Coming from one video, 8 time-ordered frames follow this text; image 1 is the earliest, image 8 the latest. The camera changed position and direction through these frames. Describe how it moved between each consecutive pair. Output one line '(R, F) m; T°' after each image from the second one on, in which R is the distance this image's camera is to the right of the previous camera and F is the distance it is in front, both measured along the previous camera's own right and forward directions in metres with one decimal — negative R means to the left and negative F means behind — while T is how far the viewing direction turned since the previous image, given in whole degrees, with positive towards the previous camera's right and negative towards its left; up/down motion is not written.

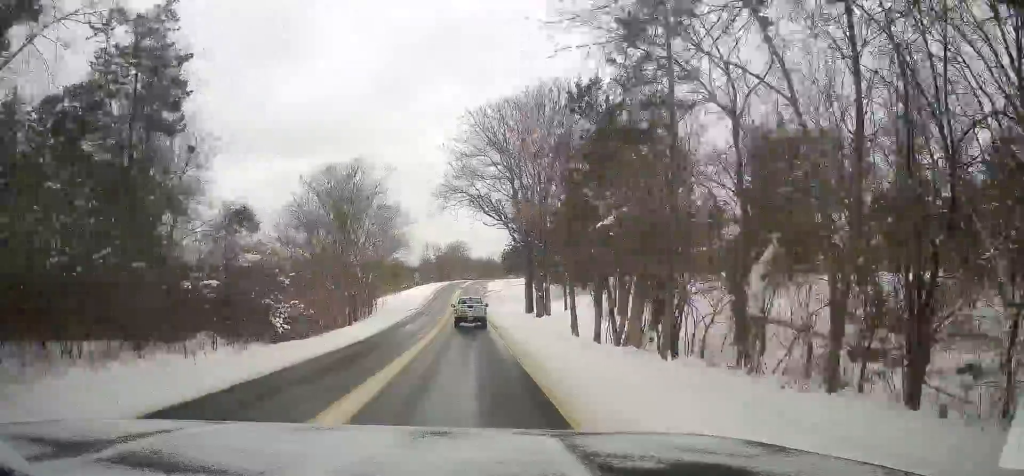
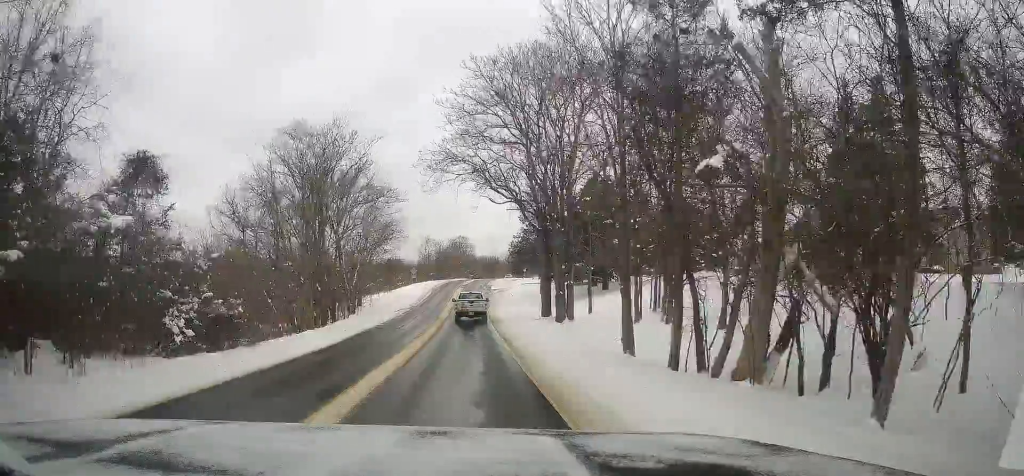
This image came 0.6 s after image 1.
(+0.3, +10.4) m; 0°
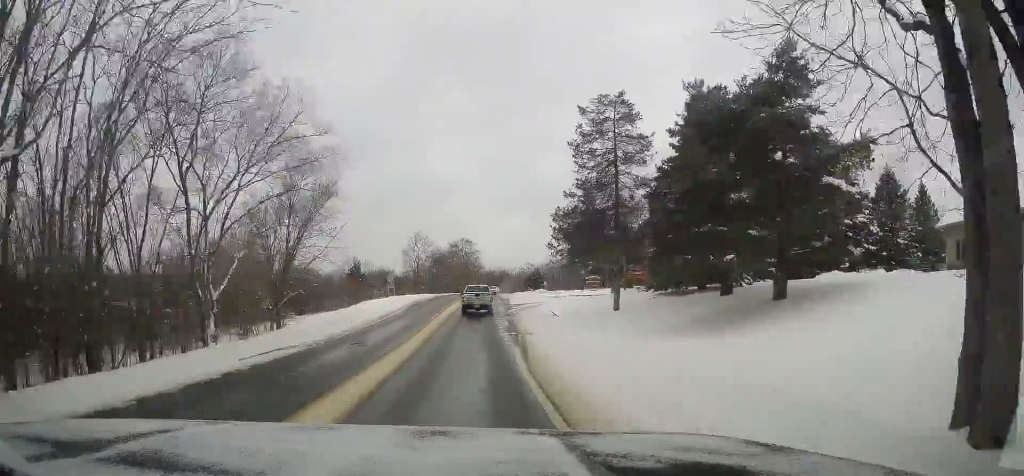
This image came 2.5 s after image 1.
(-0.3, +33.7) m; 0°
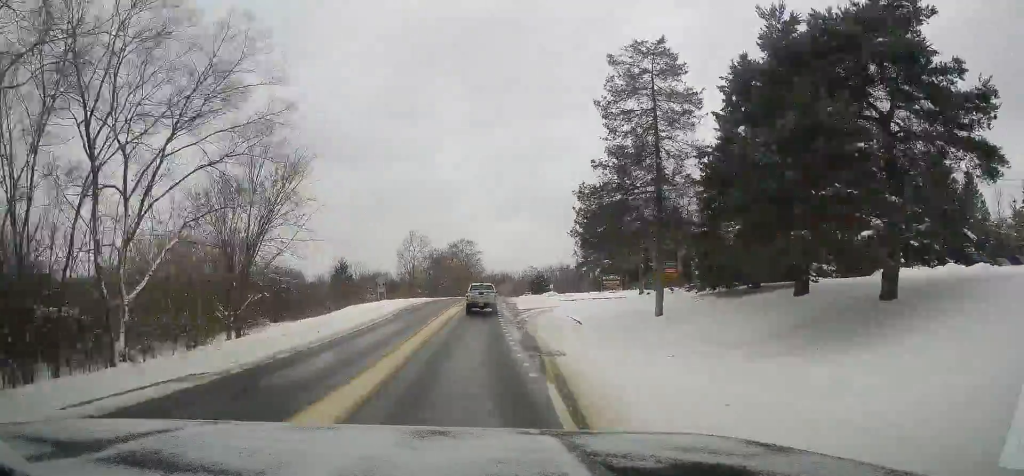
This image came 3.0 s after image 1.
(0.0, +7.7) m; +1°
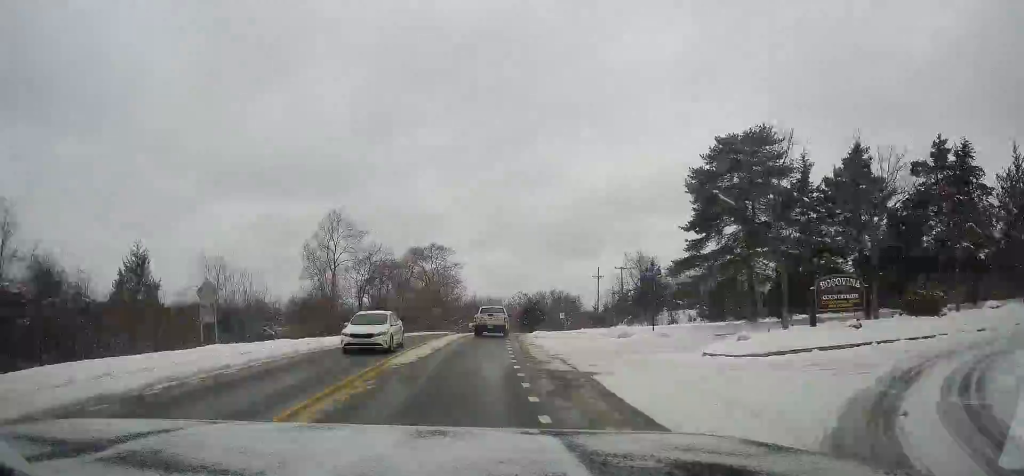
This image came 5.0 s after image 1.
(-0.4, +38.2) m; -1°
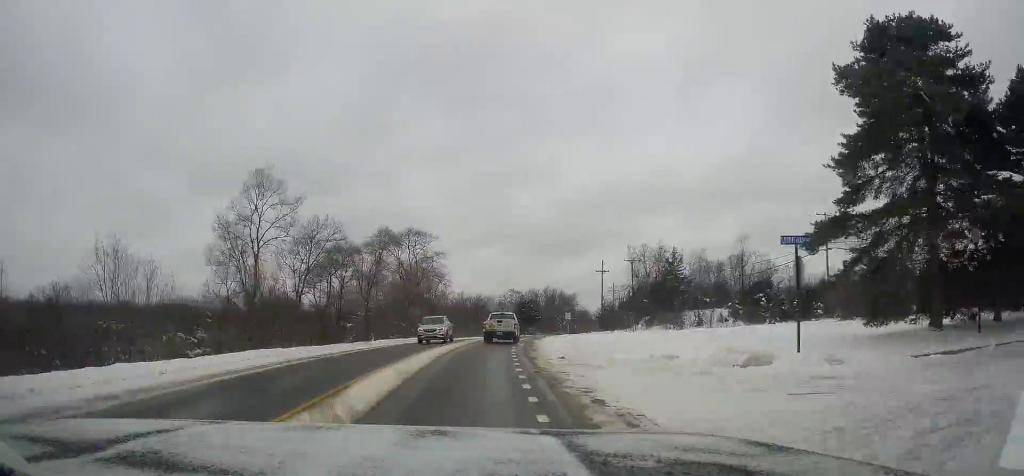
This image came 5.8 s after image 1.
(+0.2, +14.5) m; 0°
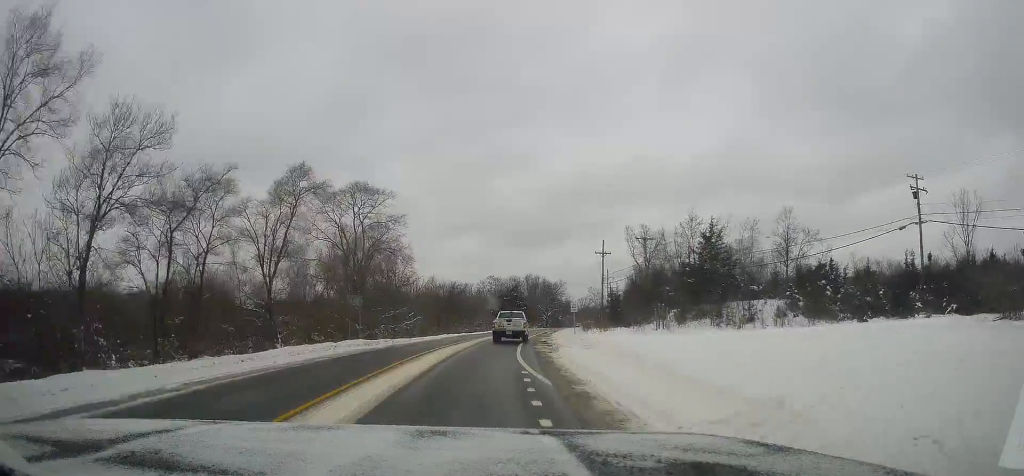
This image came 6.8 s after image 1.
(-0.1, +18.7) m; +4°
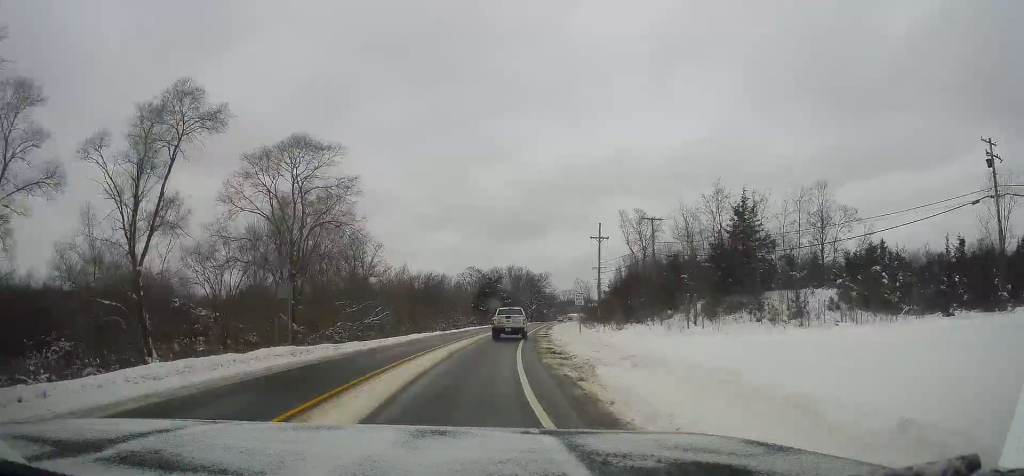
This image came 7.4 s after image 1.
(+0.5, +11.0) m; +3°
